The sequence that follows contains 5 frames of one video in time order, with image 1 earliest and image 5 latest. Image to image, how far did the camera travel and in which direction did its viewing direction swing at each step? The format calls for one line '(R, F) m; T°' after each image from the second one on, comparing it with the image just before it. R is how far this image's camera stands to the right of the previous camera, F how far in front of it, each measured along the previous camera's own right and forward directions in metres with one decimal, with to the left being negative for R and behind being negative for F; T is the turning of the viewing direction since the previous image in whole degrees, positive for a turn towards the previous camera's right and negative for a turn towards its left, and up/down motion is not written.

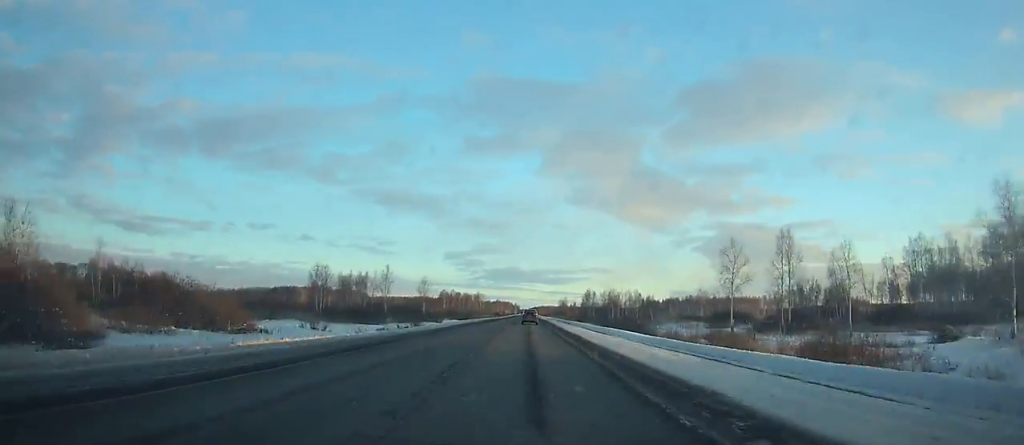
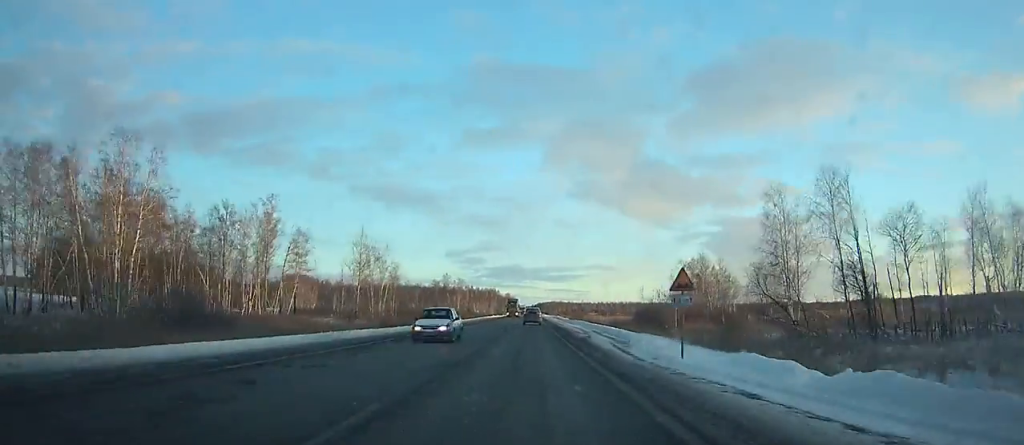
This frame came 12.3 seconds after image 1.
(+2.0, +366.1) m; 0°
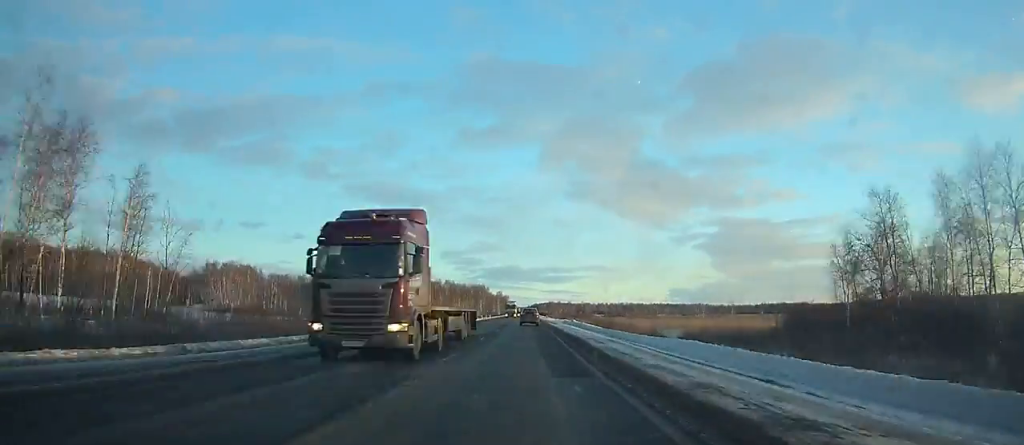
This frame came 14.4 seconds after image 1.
(-0.2, +63.1) m; 0°
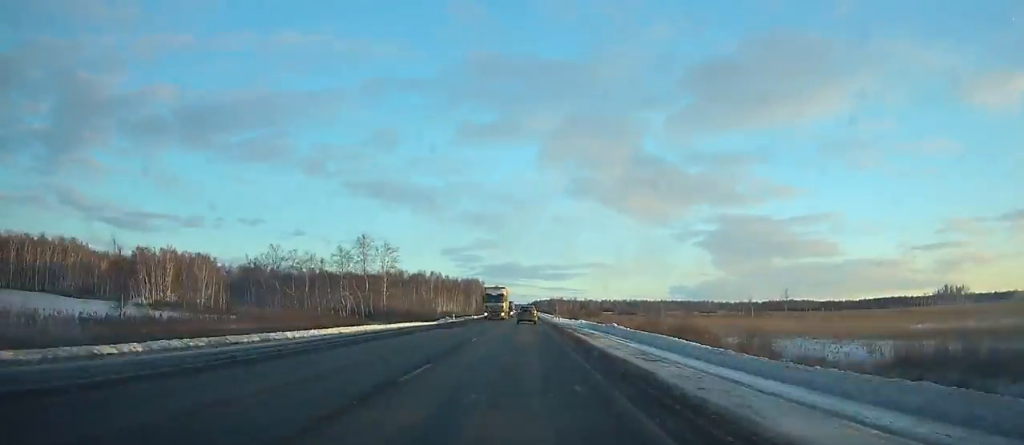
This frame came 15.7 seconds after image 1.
(+0.1, +39.2) m; 0°
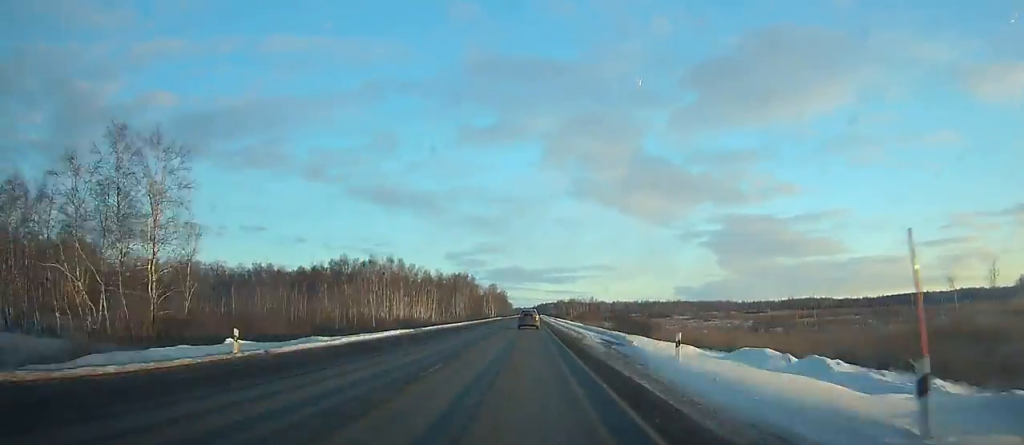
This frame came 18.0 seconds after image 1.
(+0.1, +69.3) m; 0°
